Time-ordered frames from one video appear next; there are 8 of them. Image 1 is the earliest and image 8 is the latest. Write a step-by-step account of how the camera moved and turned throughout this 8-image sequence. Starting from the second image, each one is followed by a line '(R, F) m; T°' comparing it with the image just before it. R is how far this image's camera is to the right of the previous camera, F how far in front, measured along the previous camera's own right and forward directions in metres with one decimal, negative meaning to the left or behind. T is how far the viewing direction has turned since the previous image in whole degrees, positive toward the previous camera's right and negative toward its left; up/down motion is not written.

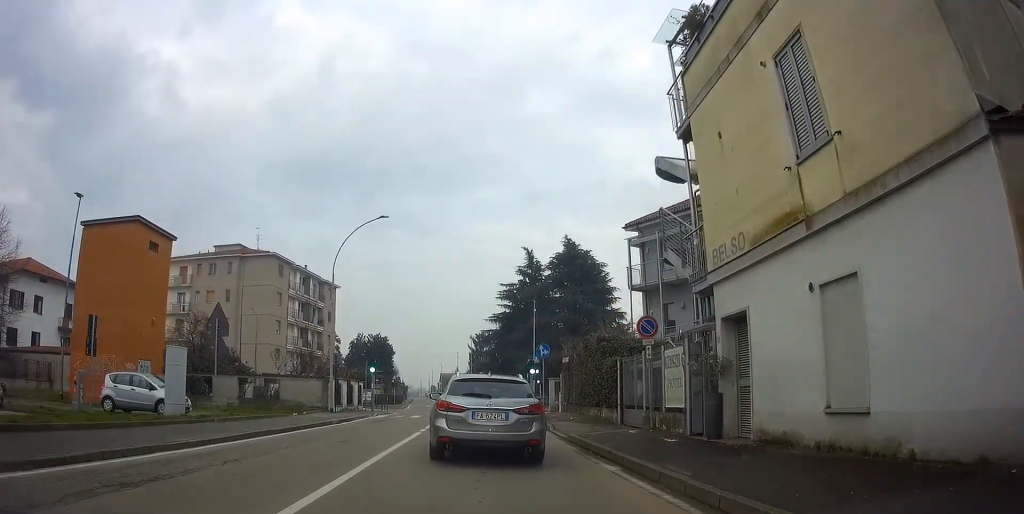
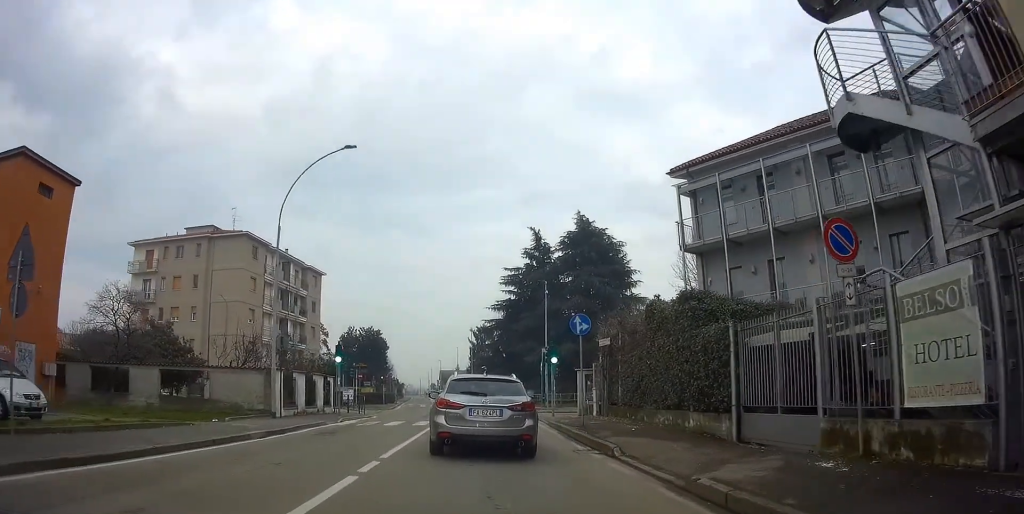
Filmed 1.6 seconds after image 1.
(-0.1, +13.3) m; -1°
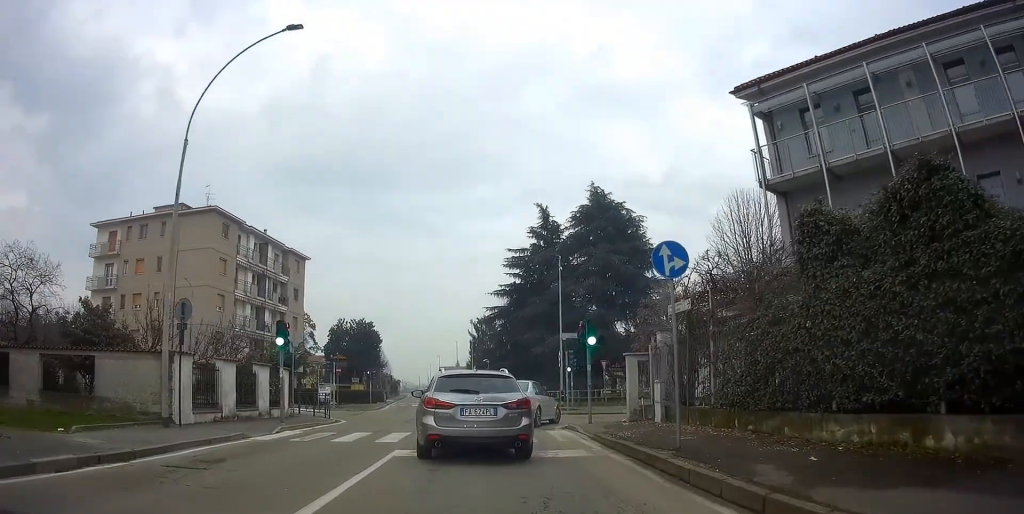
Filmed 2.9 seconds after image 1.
(+0.1, +9.8) m; +1°
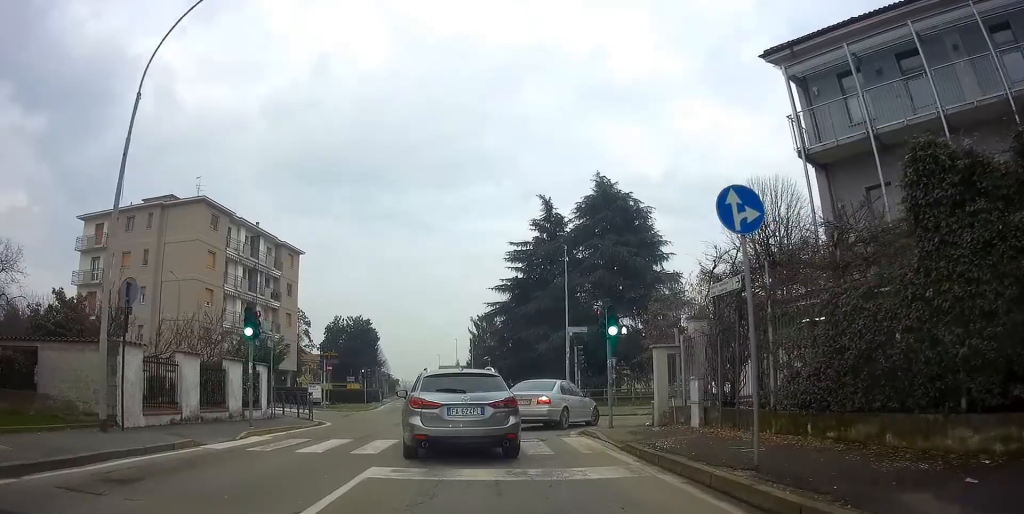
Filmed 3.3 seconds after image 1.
(0.0, +3.1) m; +1°
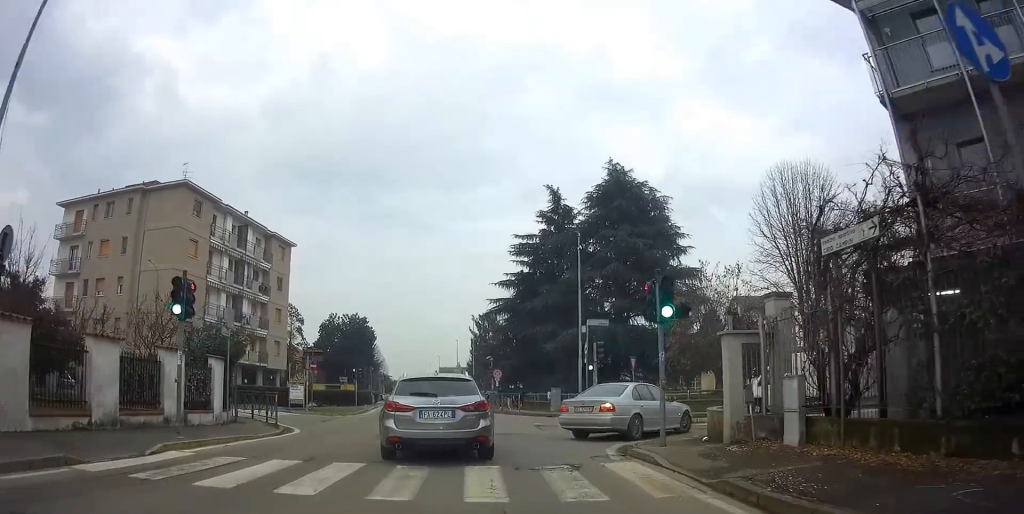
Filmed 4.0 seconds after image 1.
(-0.1, +4.8) m; +1°
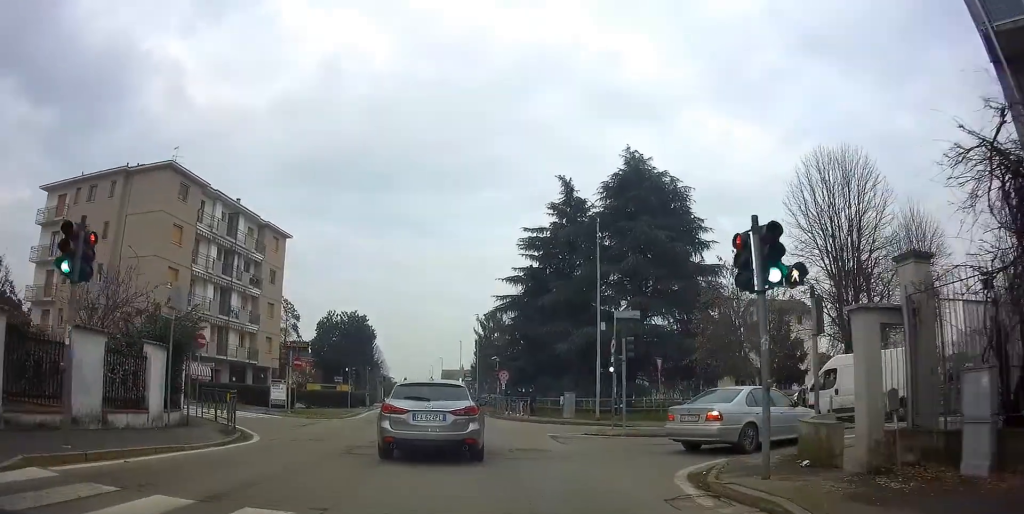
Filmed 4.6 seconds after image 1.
(+0.2, +4.4) m; +1°
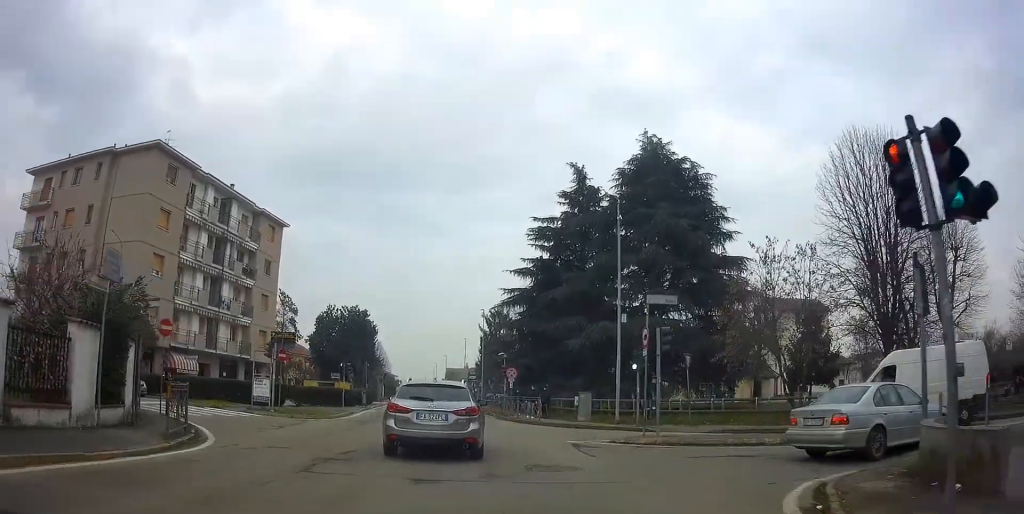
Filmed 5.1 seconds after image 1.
(+0.1, +3.3) m; +1°
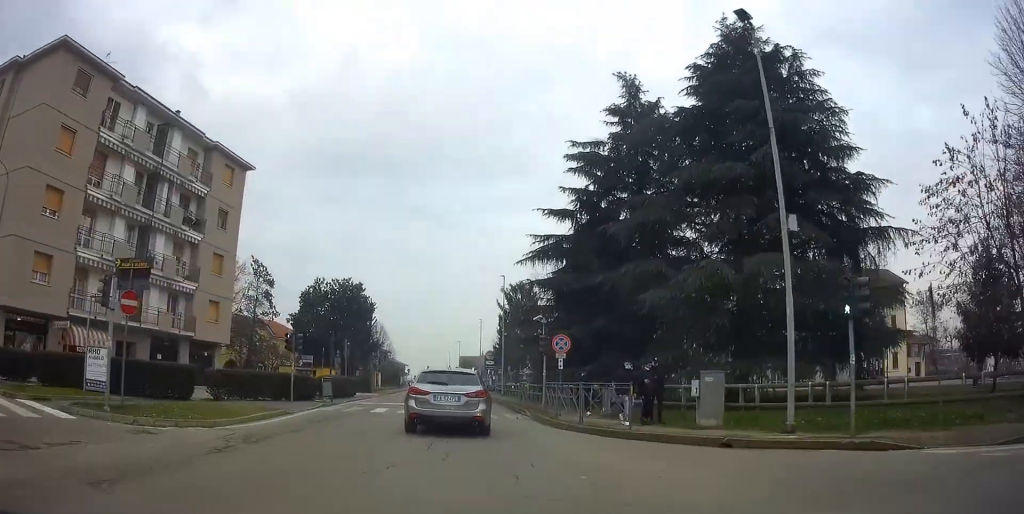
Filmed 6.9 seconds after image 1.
(-0.8, +14.2) m; -4°
